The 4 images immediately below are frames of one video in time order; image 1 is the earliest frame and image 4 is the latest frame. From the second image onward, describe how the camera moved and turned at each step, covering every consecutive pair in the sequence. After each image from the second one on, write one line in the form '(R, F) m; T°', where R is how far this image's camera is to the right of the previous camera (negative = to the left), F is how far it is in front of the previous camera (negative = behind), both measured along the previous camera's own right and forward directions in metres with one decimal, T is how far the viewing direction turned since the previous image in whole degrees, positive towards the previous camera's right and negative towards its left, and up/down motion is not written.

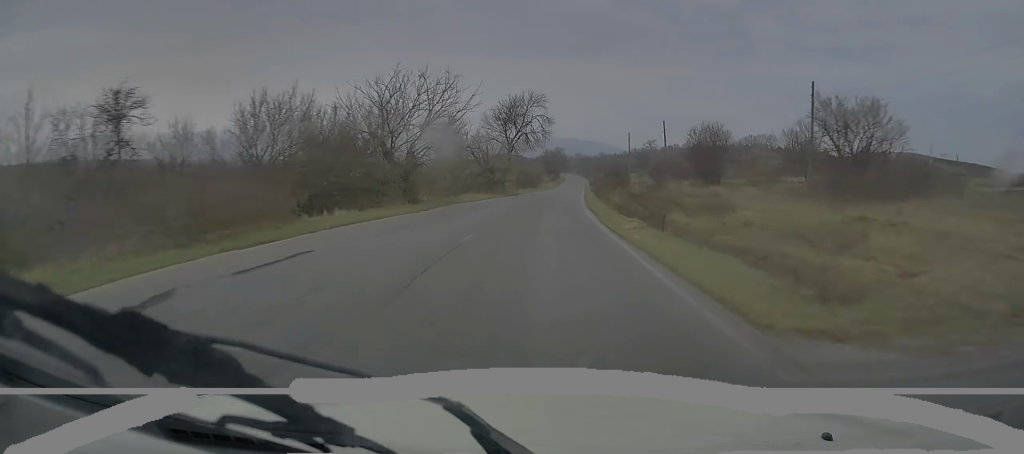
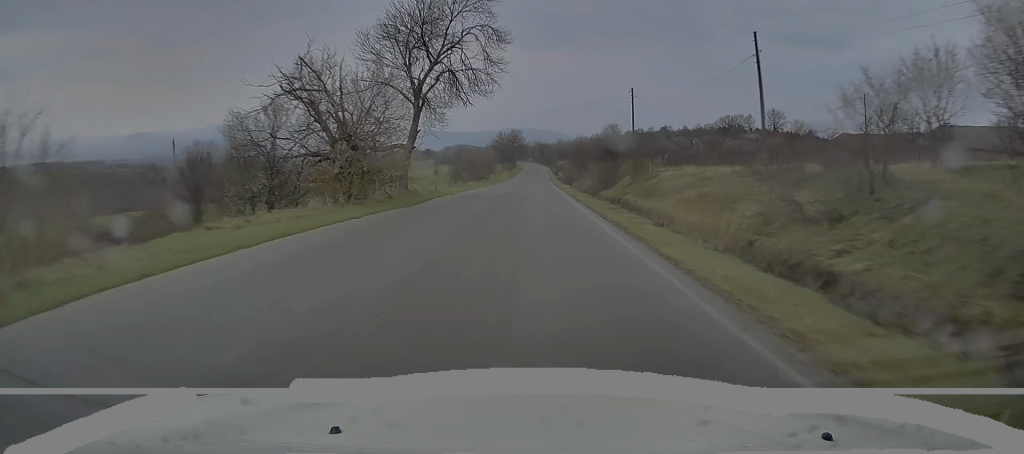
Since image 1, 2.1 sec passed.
(+1.4, +35.1) m; +5°
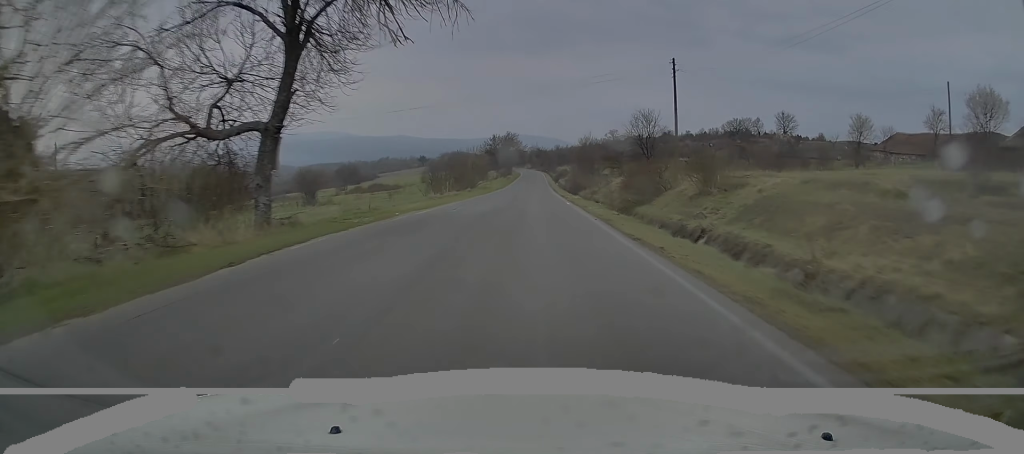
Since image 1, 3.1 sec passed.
(+0.2, +16.9) m; +1°
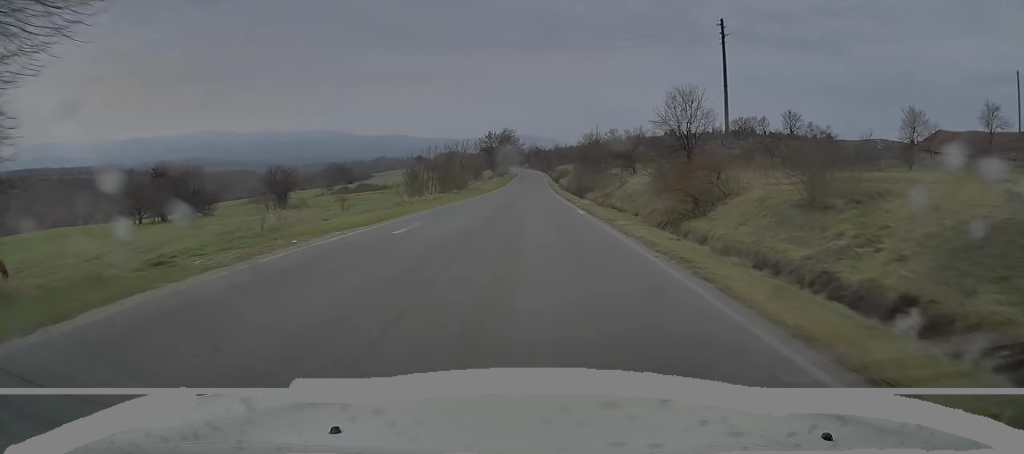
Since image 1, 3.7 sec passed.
(0.0, +10.1) m; 0°
